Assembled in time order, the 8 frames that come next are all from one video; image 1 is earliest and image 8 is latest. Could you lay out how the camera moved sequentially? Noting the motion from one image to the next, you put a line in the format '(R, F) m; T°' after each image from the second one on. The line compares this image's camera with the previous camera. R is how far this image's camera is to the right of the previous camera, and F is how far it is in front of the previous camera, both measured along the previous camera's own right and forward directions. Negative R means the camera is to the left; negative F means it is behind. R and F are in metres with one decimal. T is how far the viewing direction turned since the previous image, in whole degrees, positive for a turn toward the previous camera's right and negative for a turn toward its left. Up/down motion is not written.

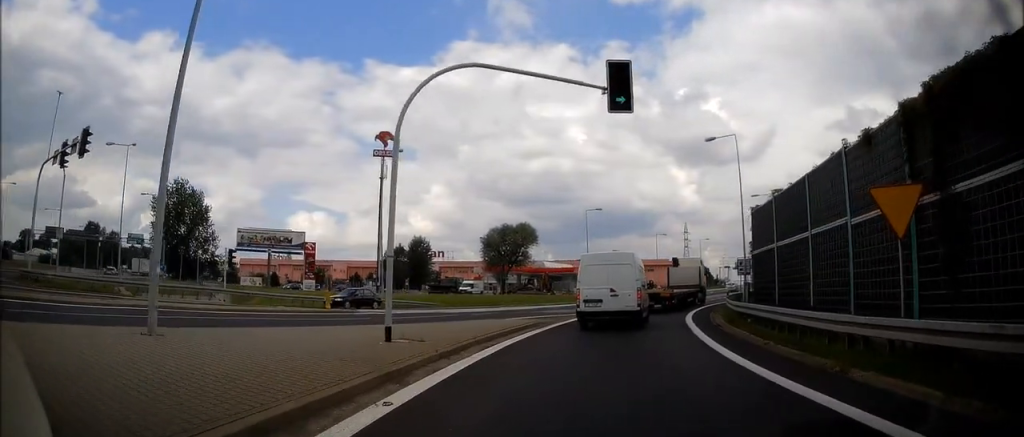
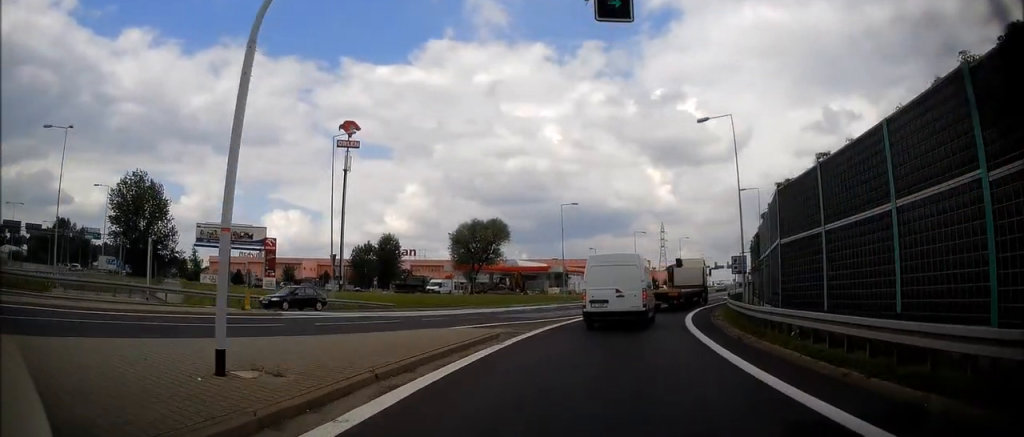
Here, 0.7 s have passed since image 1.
(+0.4, +5.5) m; +4°
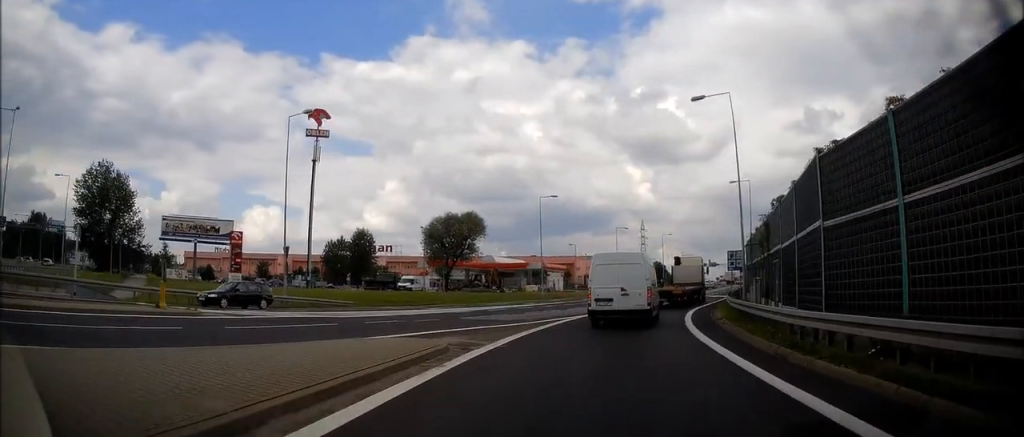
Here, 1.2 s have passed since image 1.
(+0.2, +4.3) m; +2°
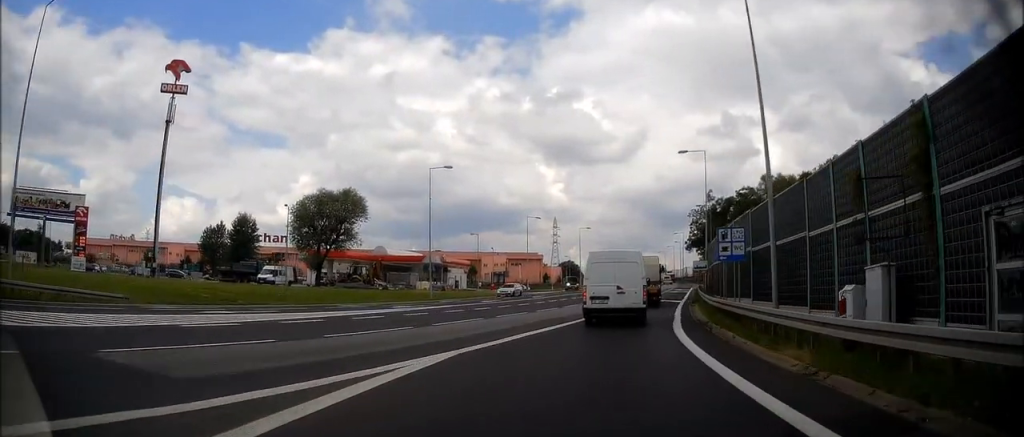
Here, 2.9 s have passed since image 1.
(+0.3, +16.4) m; +5°
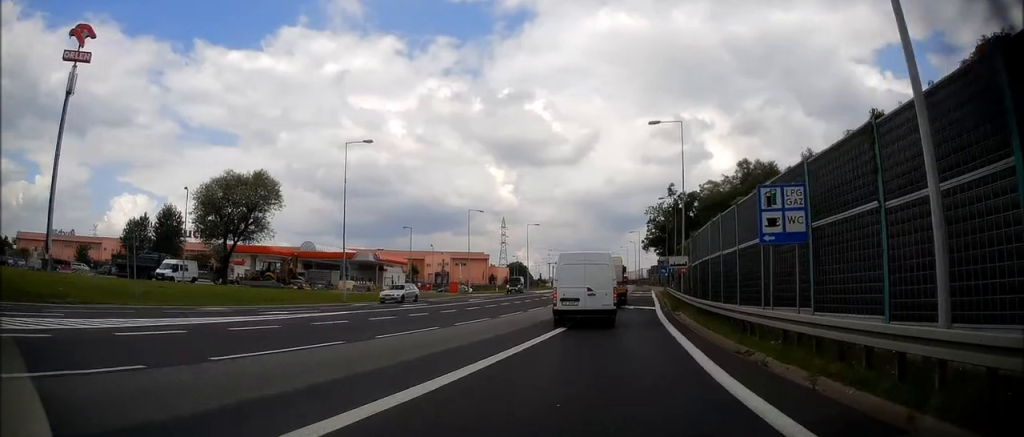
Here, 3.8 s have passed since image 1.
(+0.5, +10.0) m; +5°
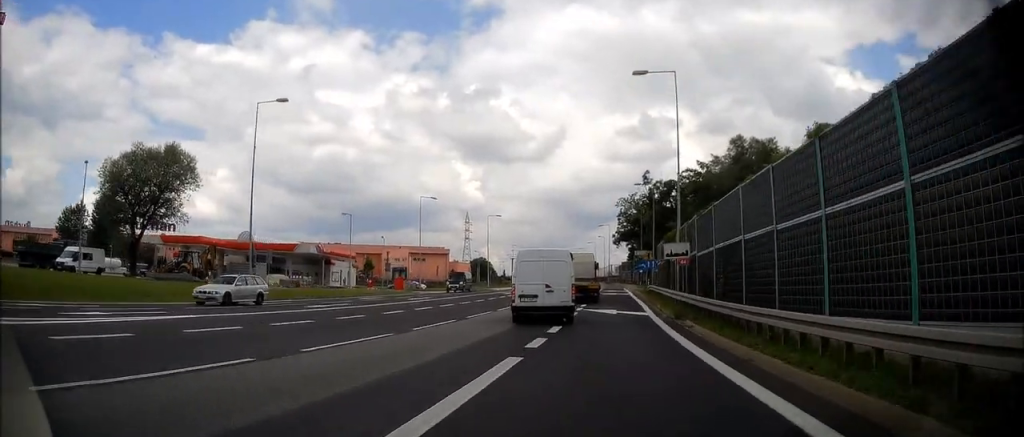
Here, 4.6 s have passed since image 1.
(+0.3, +9.6) m; +2°
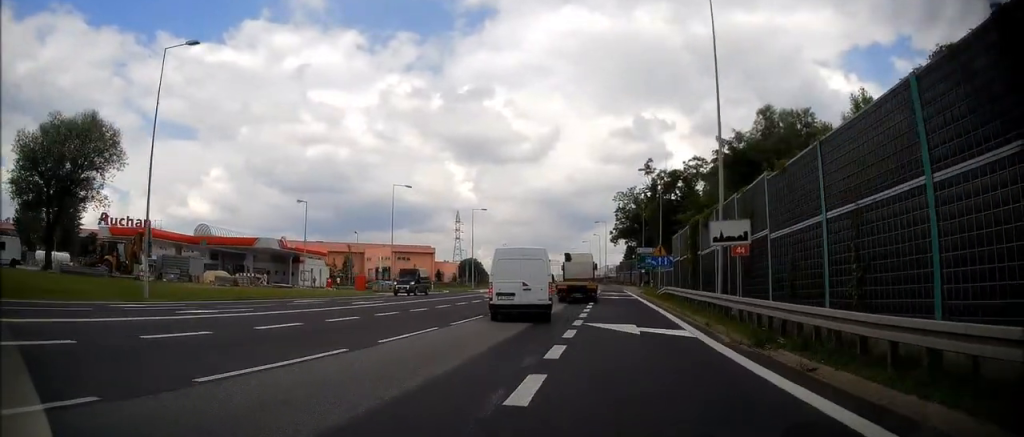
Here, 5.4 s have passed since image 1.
(+0.1, +9.8) m; 0°
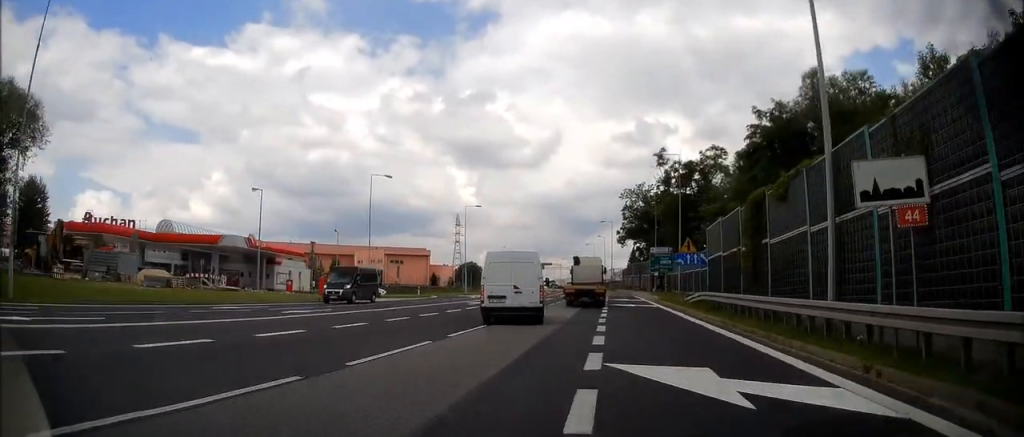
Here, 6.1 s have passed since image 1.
(-0.1, +9.0) m; 0°
